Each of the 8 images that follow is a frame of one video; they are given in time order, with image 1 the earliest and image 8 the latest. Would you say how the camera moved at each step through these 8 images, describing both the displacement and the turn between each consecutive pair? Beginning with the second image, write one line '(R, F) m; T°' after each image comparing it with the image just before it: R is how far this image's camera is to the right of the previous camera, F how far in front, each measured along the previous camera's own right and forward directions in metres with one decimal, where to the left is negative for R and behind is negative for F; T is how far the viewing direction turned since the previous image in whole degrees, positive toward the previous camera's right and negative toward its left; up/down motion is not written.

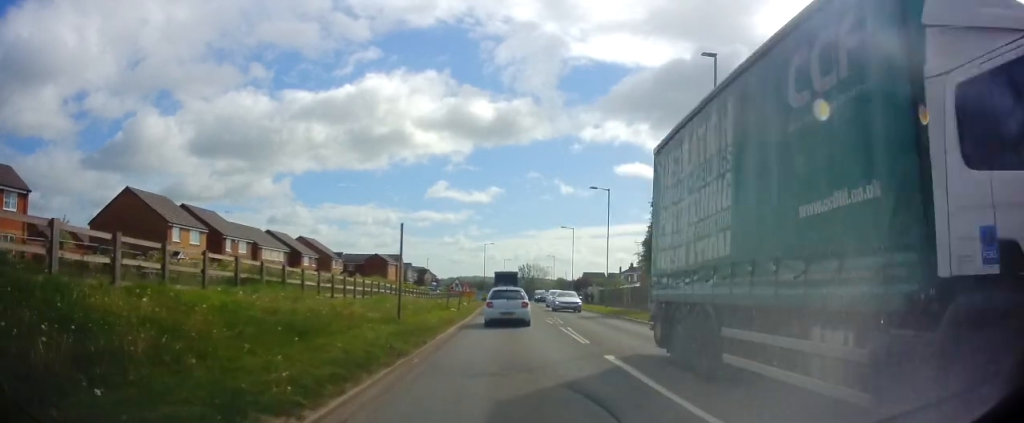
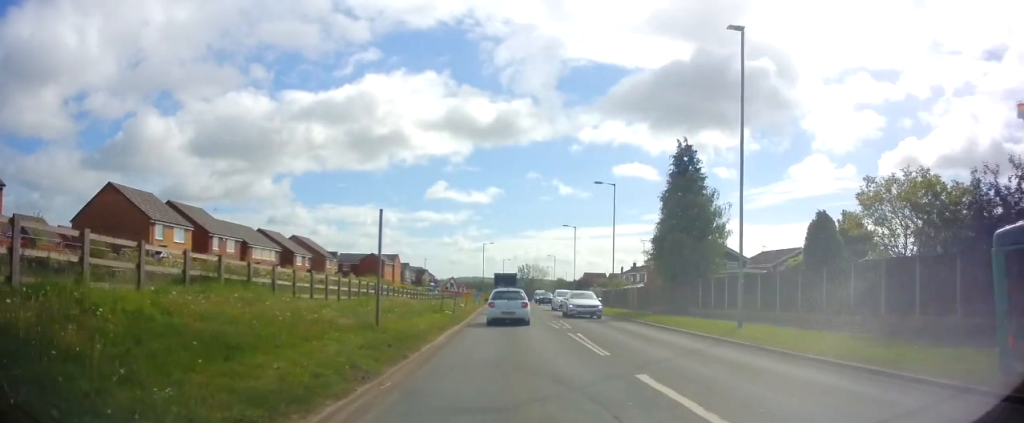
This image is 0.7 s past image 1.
(0.0, +2.6) m; +3°
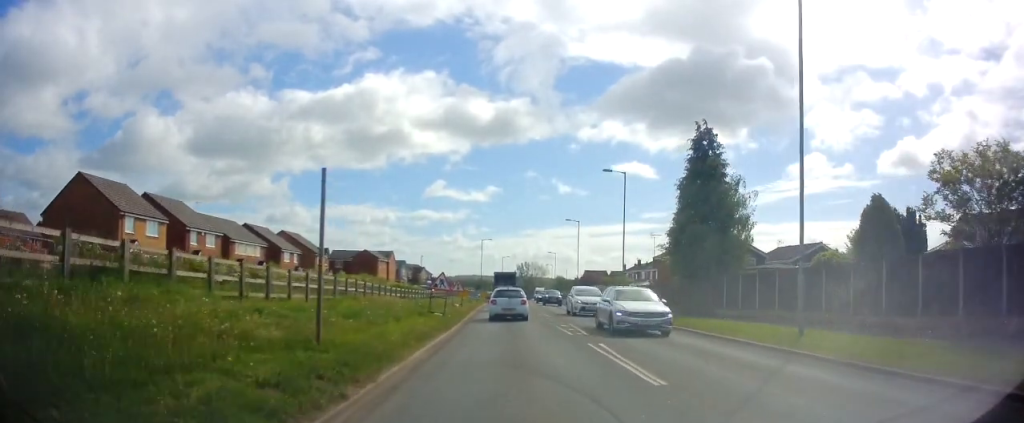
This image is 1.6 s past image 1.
(+0.3, +3.9) m; +3°
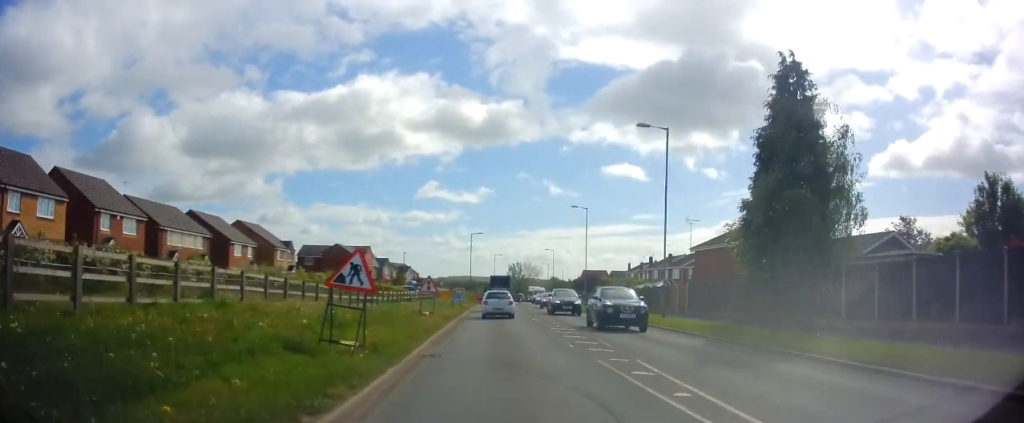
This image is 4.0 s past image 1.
(-0.2, +11.8) m; +3°
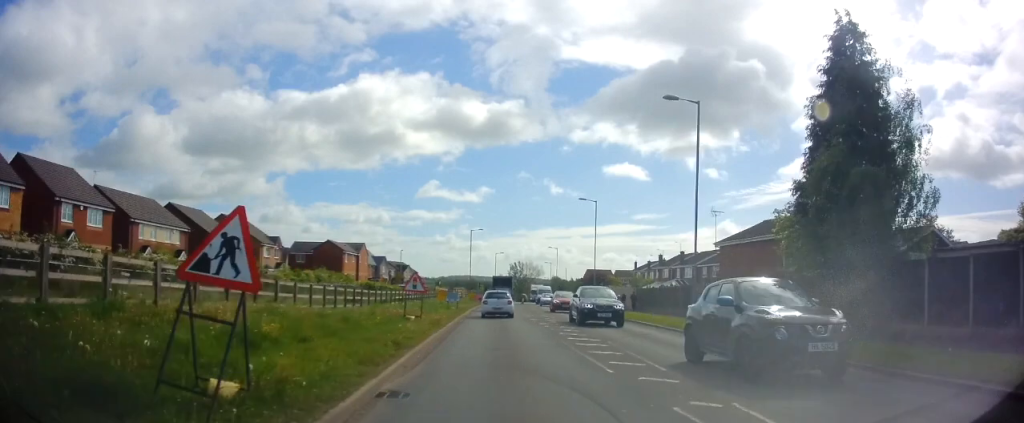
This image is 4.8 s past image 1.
(0.0, +4.4) m; -1°
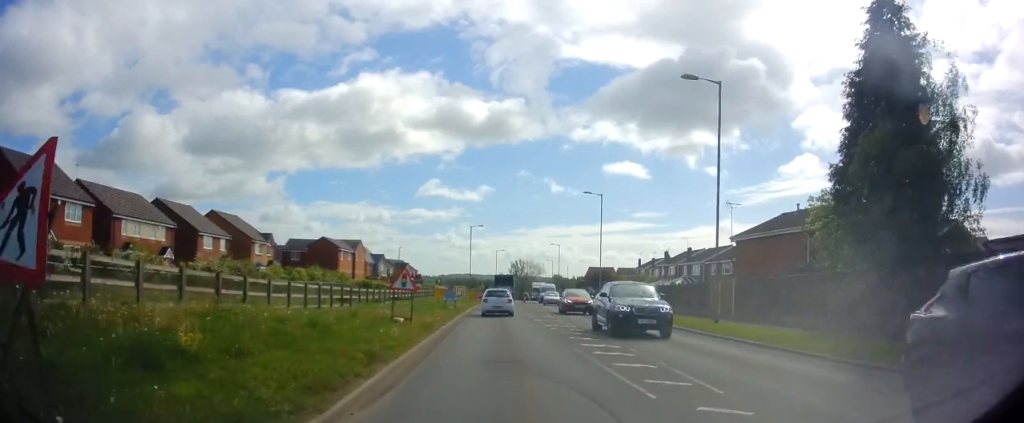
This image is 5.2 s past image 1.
(-0.1, +2.4) m; -2°
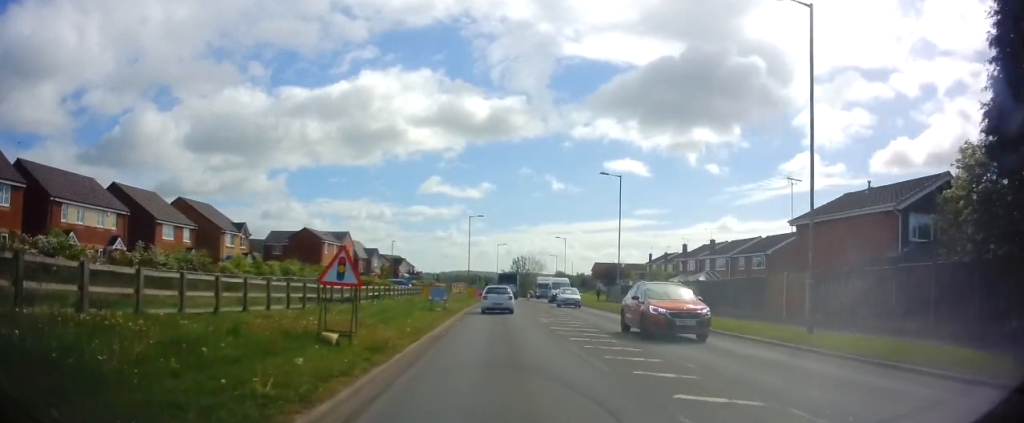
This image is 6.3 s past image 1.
(0.0, +7.1) m; -1°
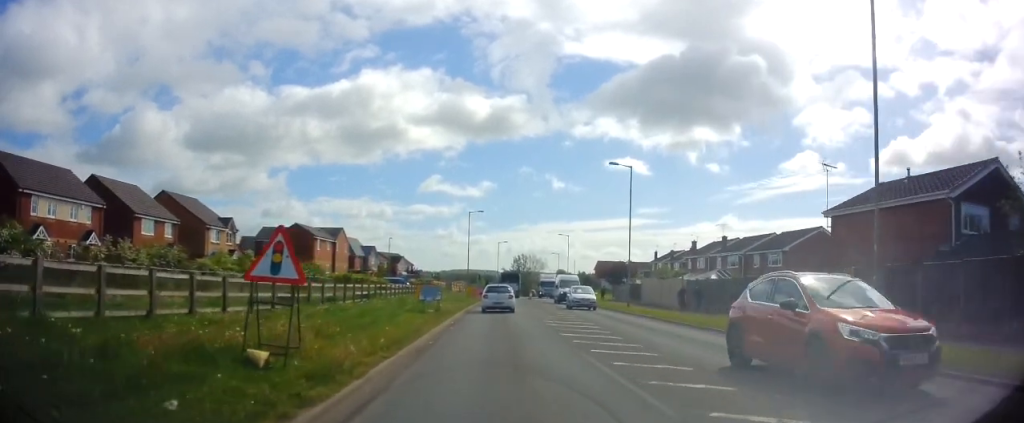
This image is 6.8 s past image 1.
(0.0, +3.1) m; -3°
